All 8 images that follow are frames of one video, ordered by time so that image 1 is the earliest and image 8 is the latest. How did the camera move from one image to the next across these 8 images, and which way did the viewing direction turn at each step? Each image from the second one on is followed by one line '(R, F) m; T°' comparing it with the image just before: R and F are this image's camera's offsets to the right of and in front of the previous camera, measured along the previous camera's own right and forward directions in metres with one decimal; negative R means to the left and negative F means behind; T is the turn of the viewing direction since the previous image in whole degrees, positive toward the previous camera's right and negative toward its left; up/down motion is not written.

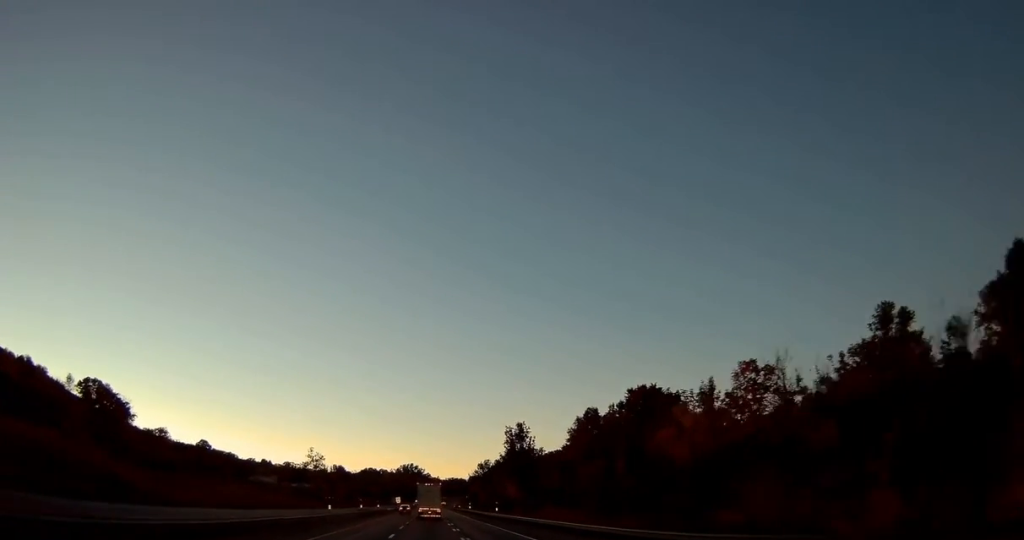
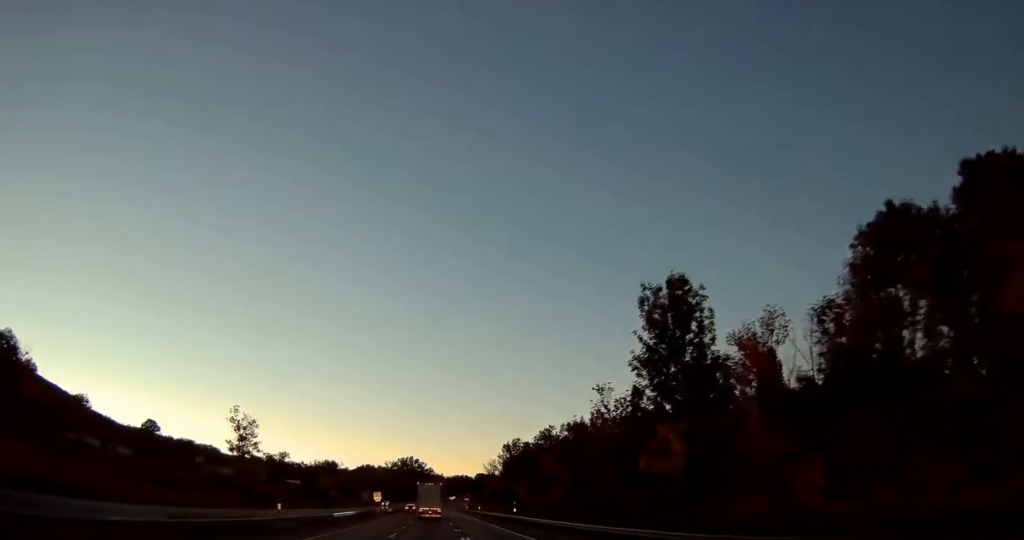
(+0.3, +71.8) m; +1°
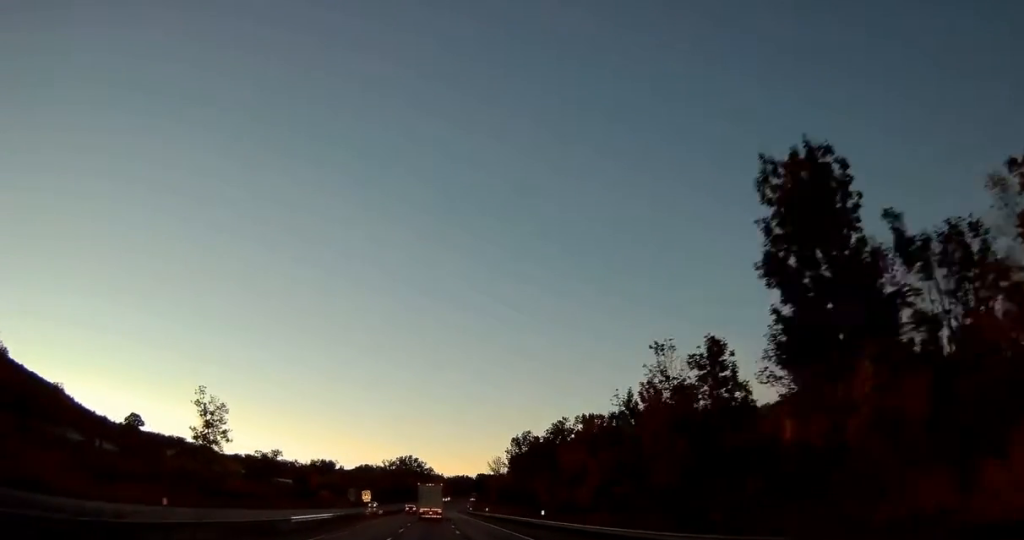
(0.0, +16.9) m; 0°
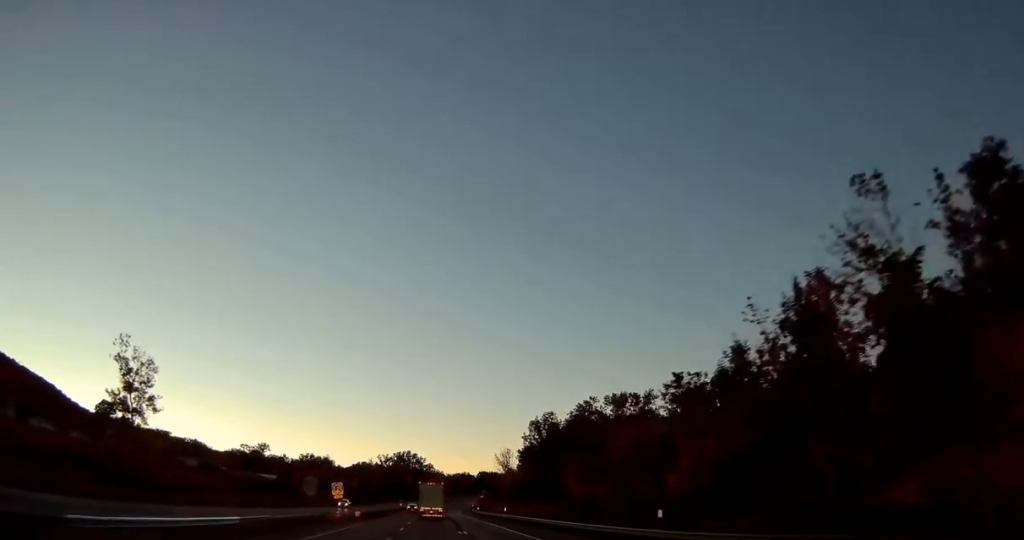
(-0.2, +26.6) m; 0°
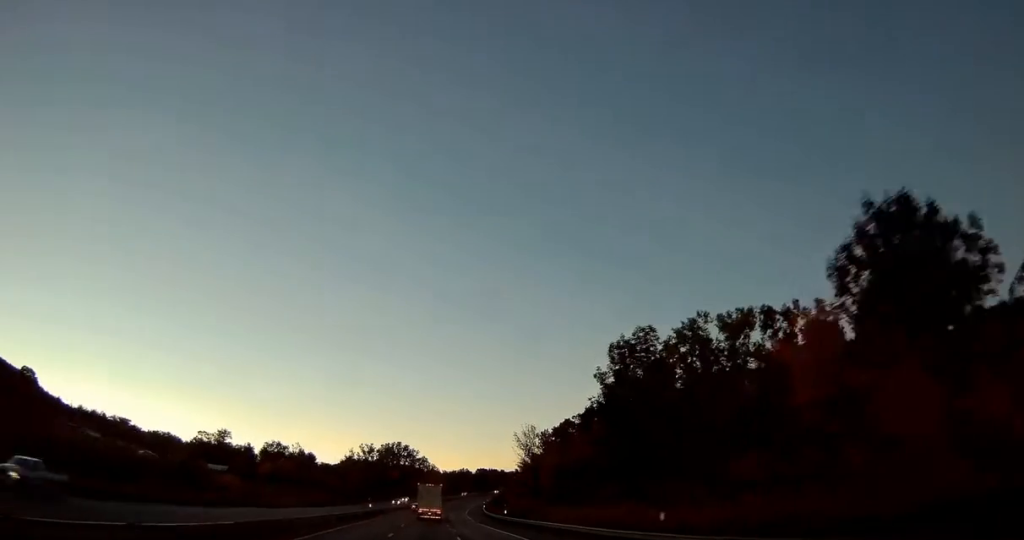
(+0.3, +54.2) m; +1°
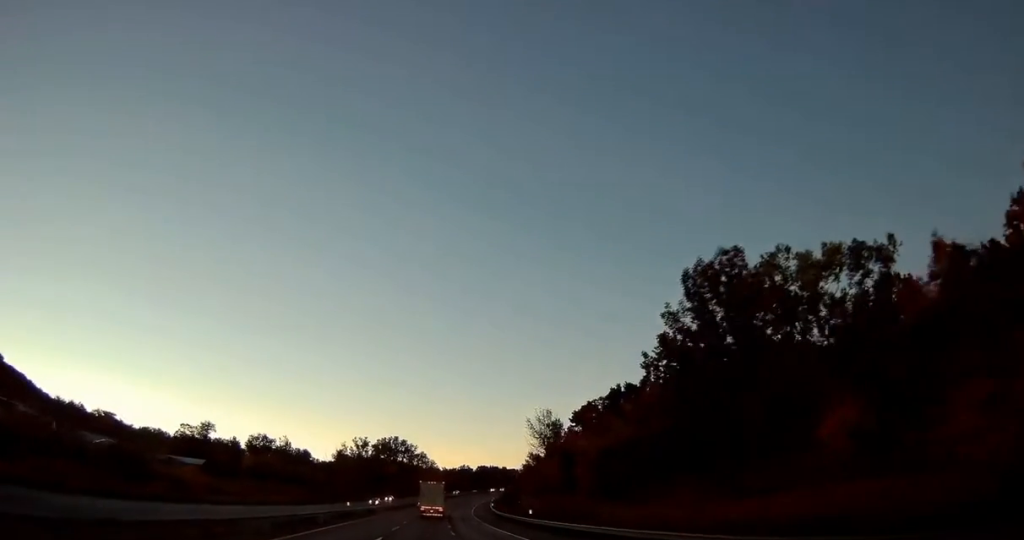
(0.0, +19.0) m; 0°
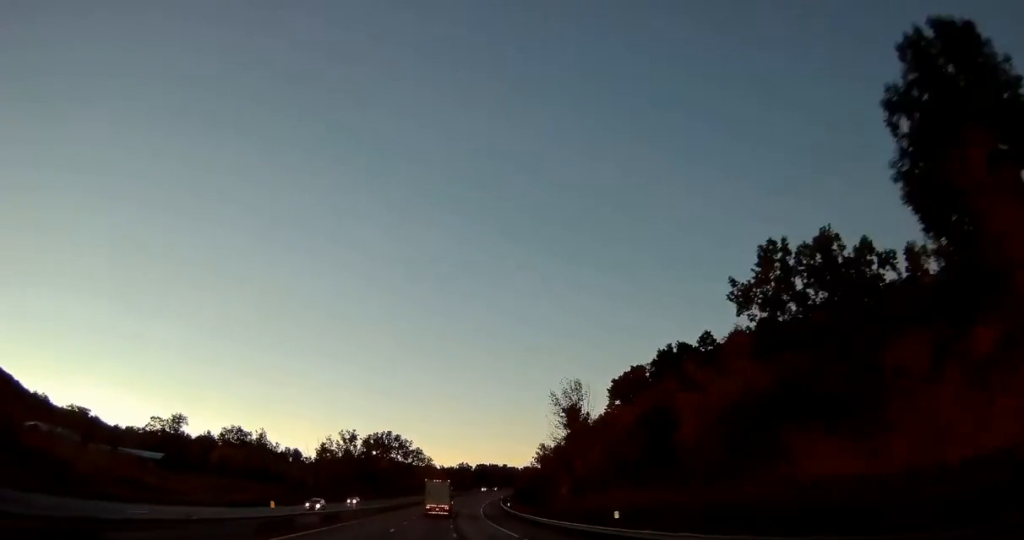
(0.0, +24.9) m; 0°
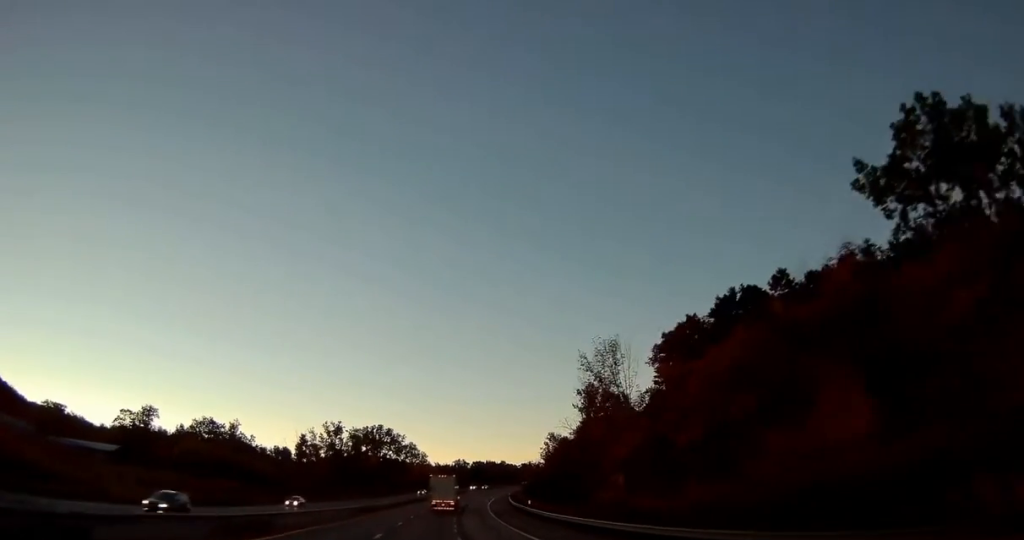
(0.0, +21.3) m; 0°
